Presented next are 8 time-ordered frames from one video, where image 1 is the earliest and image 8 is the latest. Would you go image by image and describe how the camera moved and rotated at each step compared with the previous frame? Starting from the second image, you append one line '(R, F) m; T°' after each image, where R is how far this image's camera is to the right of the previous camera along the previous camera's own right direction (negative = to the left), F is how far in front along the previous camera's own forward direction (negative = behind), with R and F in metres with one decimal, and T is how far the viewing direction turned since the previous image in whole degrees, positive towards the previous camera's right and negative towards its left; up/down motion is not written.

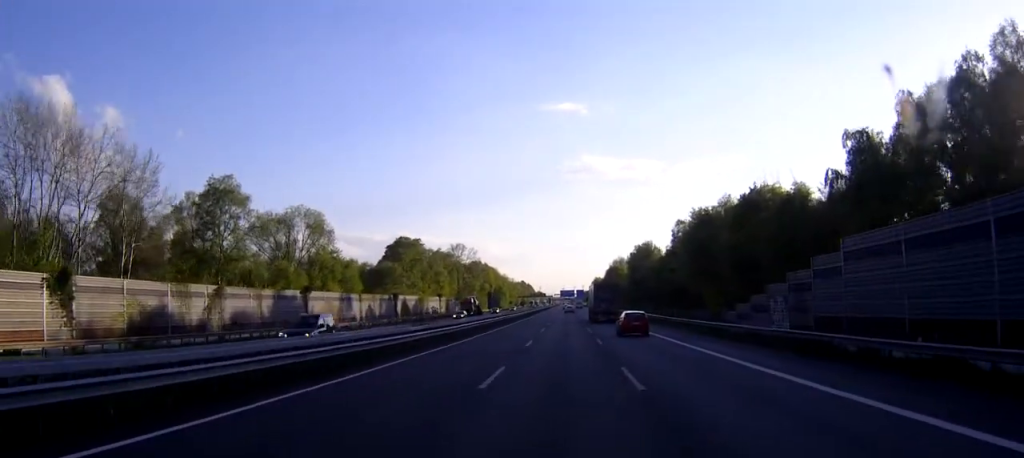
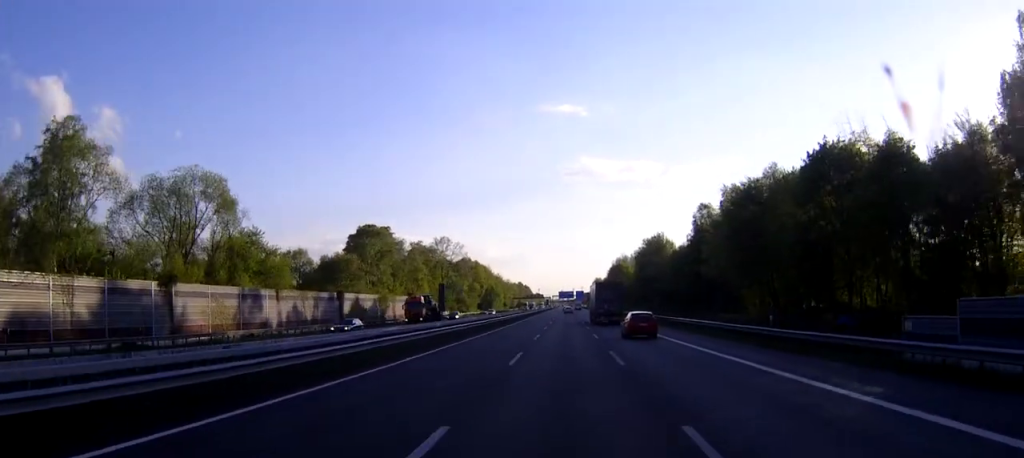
(0.0, +29.5) m; 0°
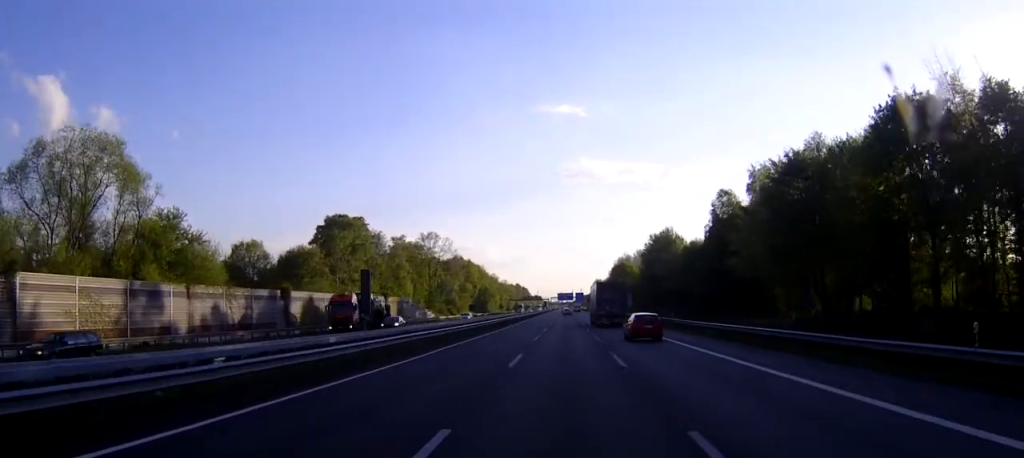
(0.0, +18.3) m; 0°
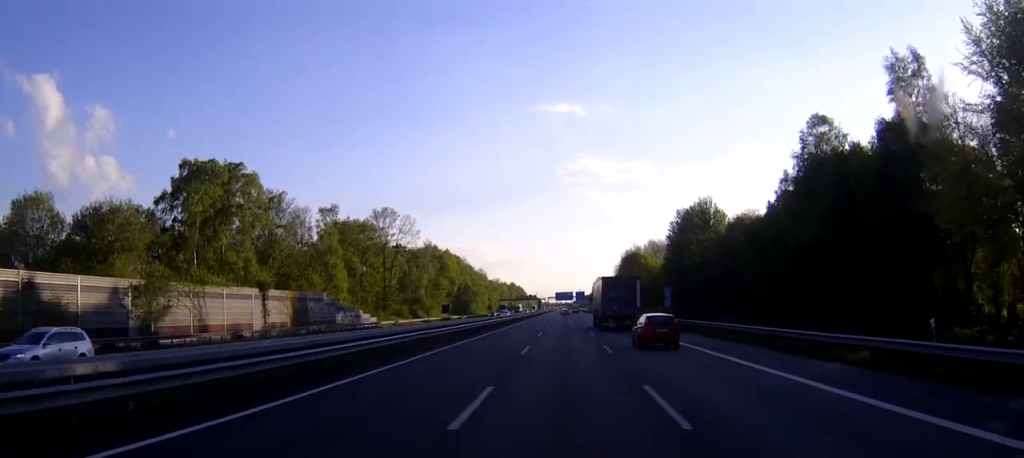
(-0.1, +47.9) m; 0°
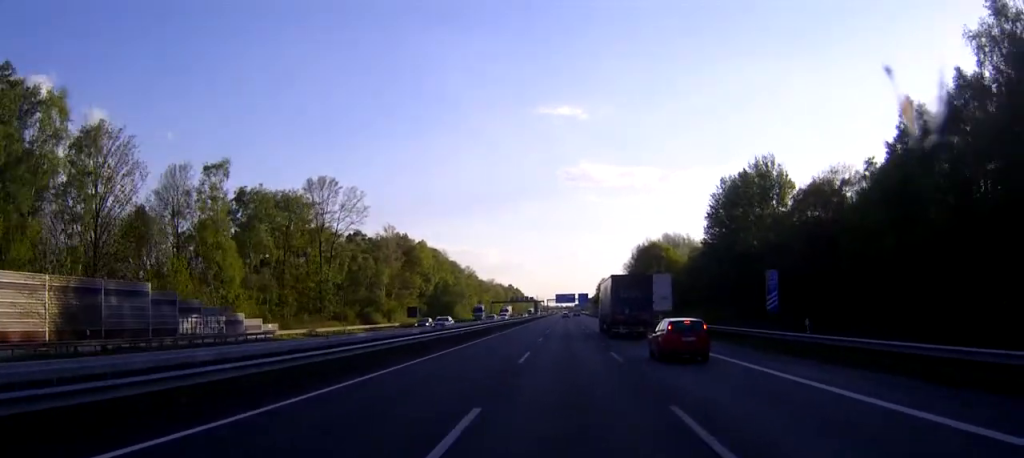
(0.0, +39.6) m; 0°
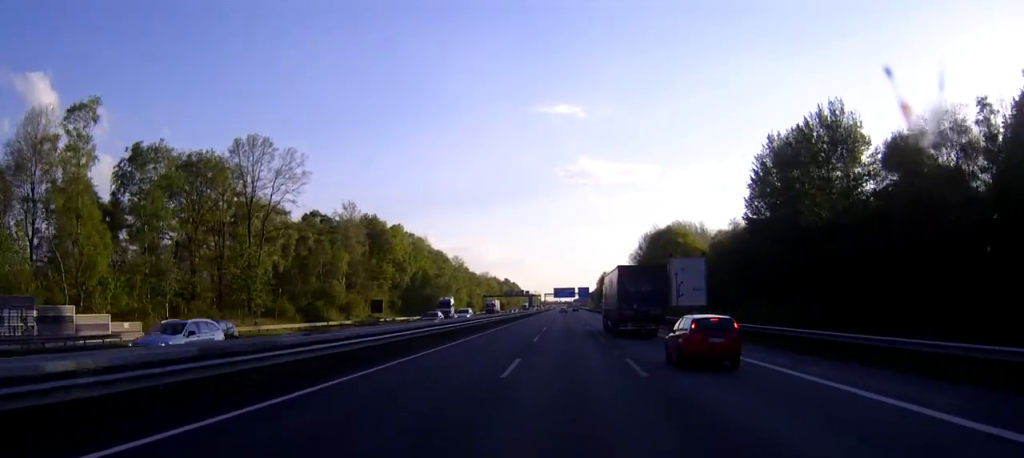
(0.0, +25.2) m; 0°
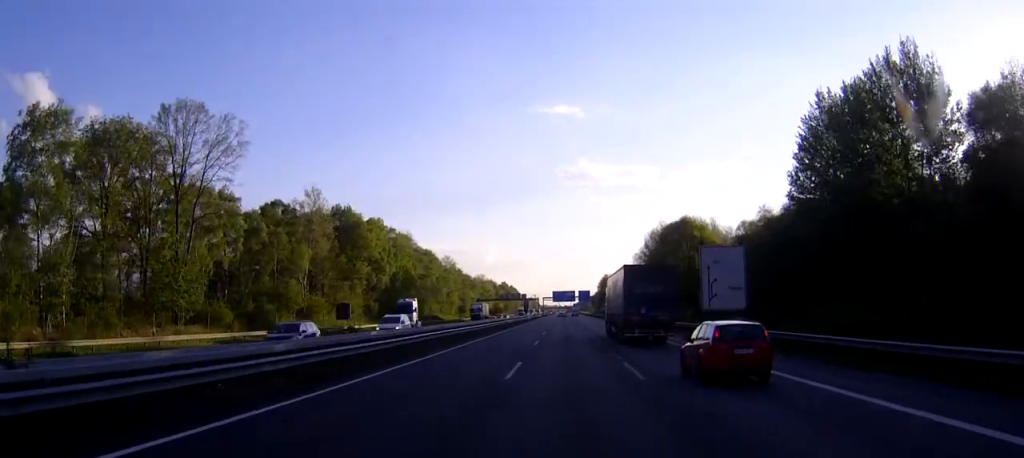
(0.0, +17.1) m; 0°
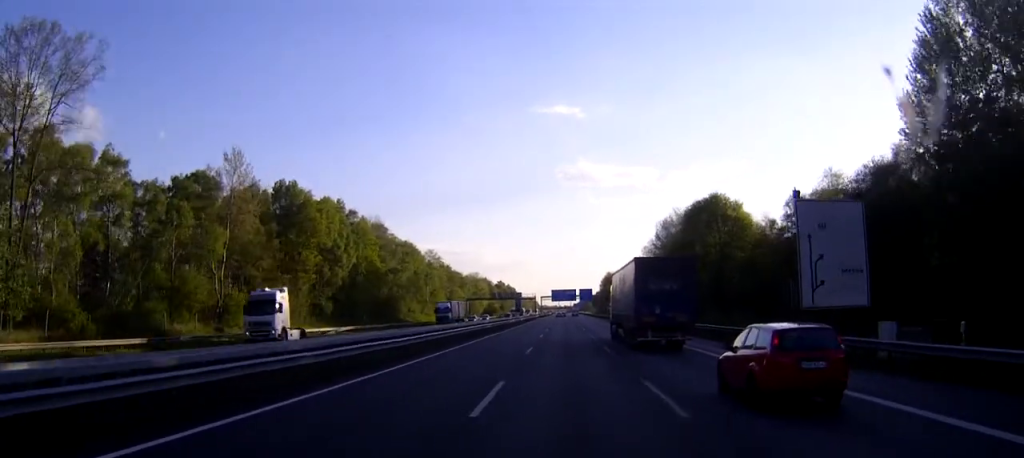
(+0.1, +25.0) m; 0°
